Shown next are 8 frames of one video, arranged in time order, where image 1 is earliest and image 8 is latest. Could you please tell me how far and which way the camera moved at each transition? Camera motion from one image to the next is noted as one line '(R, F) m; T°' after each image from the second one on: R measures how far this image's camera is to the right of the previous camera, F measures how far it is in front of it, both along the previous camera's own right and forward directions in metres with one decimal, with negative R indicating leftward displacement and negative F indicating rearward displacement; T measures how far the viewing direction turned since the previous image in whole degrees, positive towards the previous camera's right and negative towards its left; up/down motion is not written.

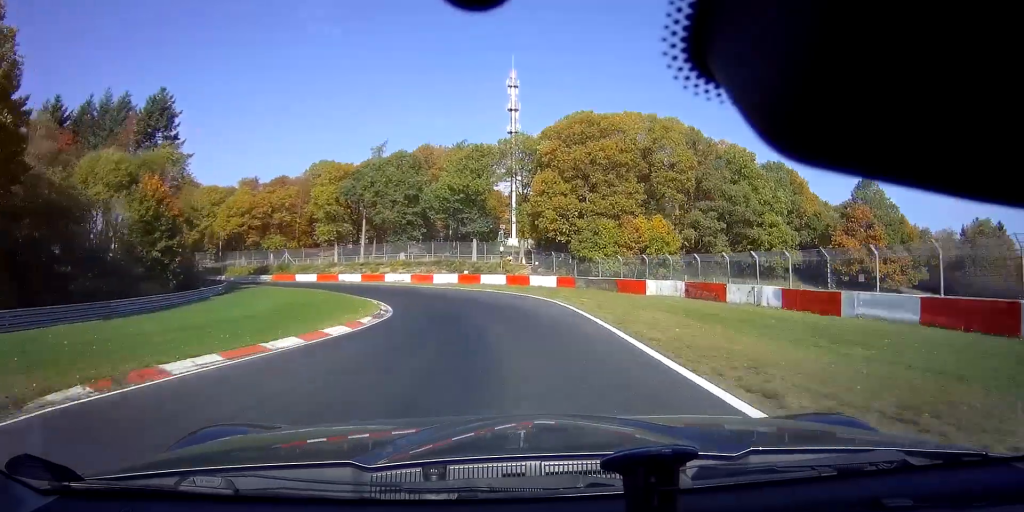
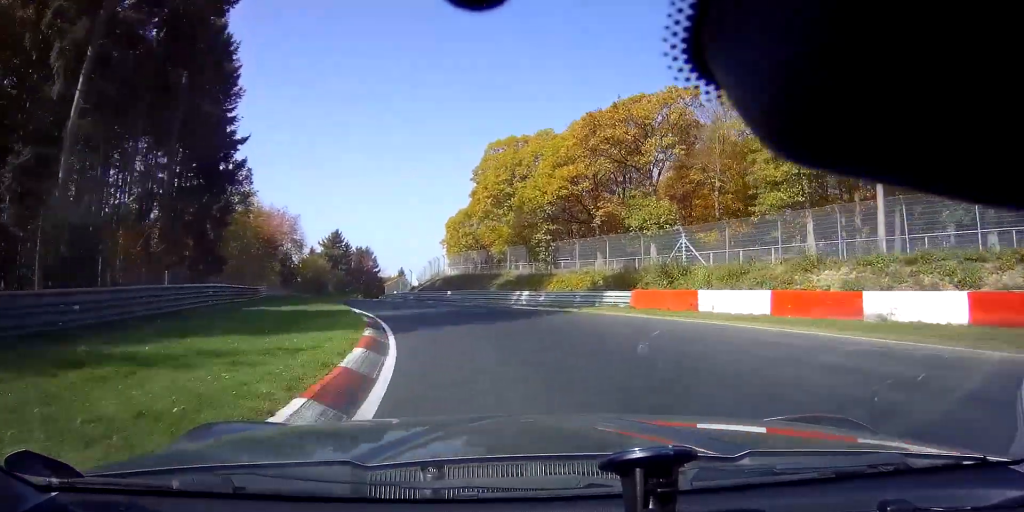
(-18.9, +53.8) m; -43°
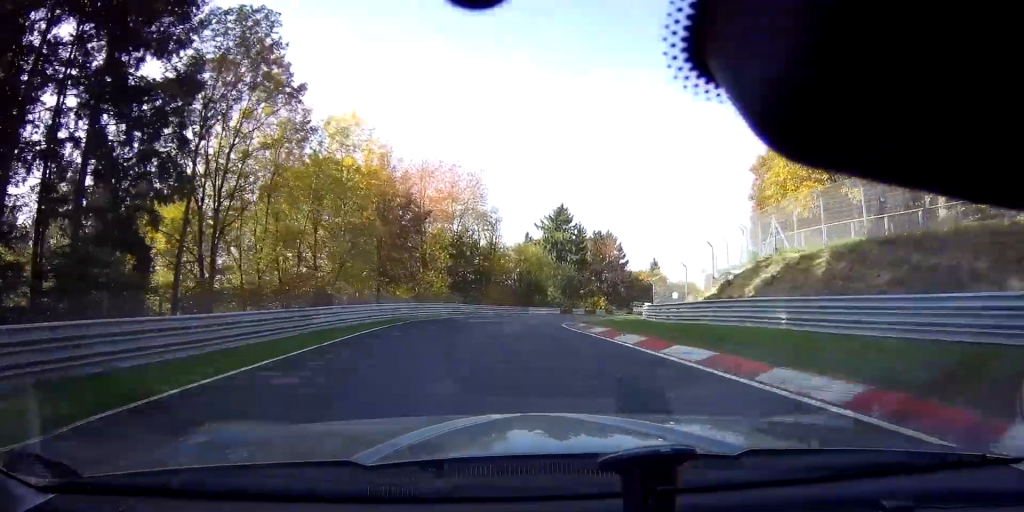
(-10.8, +41.1) m; -18°
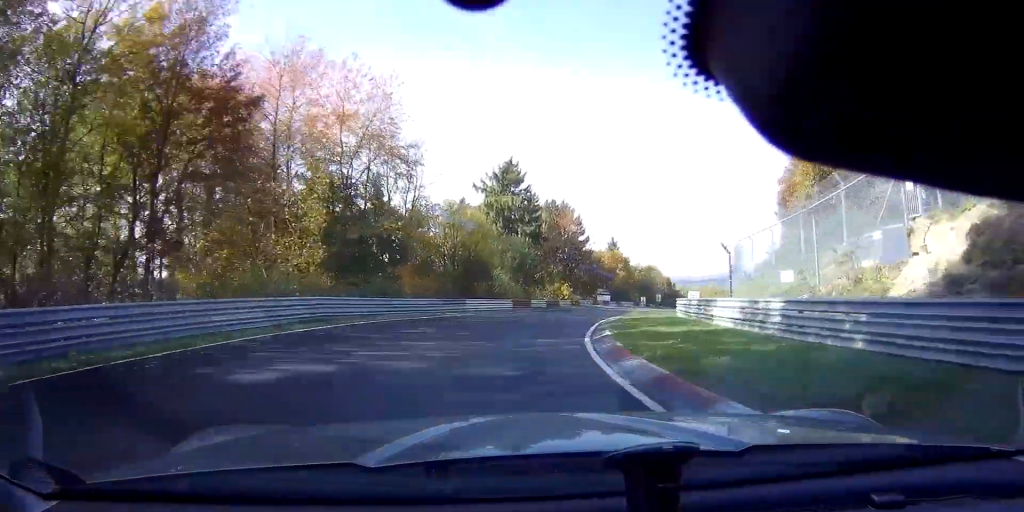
(+0.3, +21.8) m; +5°
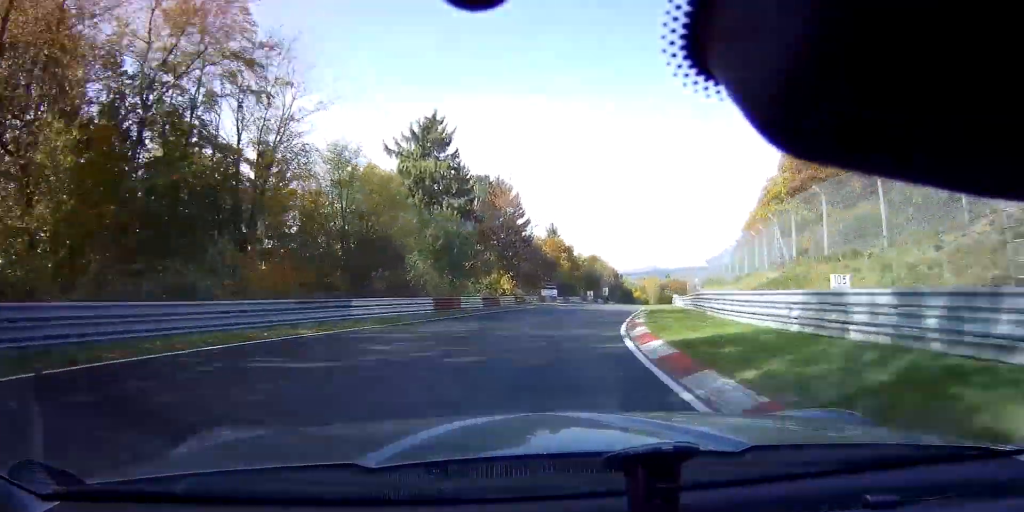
(0.0, +14.5) m; +5°
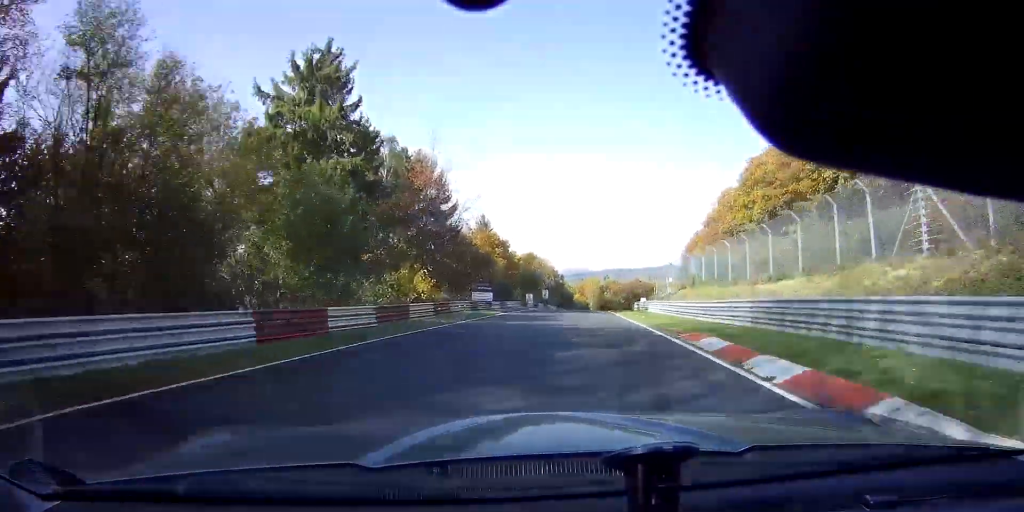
(+1.5, +15.0) m; +5°
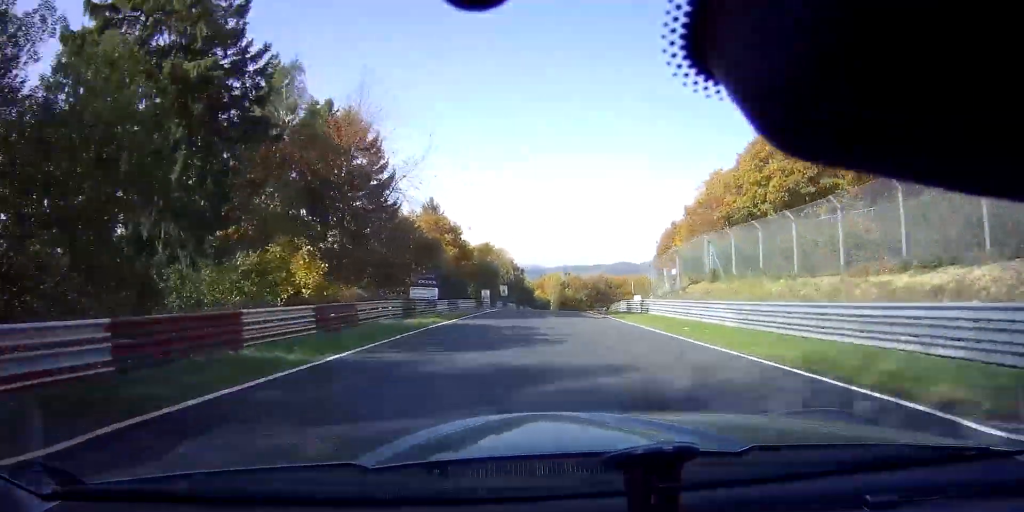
(+0.3, +13.2) m; +4°
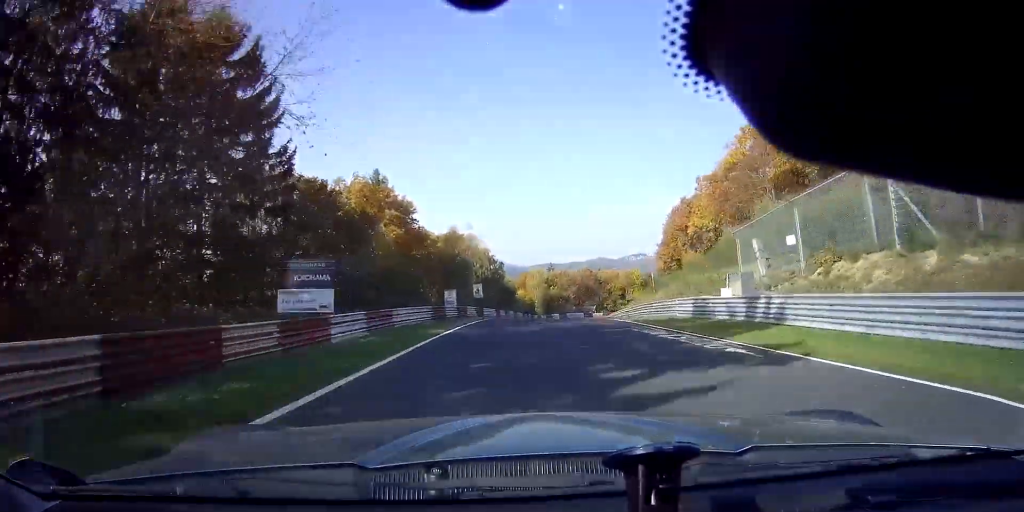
(+0.9, +20.1) m; +4°
